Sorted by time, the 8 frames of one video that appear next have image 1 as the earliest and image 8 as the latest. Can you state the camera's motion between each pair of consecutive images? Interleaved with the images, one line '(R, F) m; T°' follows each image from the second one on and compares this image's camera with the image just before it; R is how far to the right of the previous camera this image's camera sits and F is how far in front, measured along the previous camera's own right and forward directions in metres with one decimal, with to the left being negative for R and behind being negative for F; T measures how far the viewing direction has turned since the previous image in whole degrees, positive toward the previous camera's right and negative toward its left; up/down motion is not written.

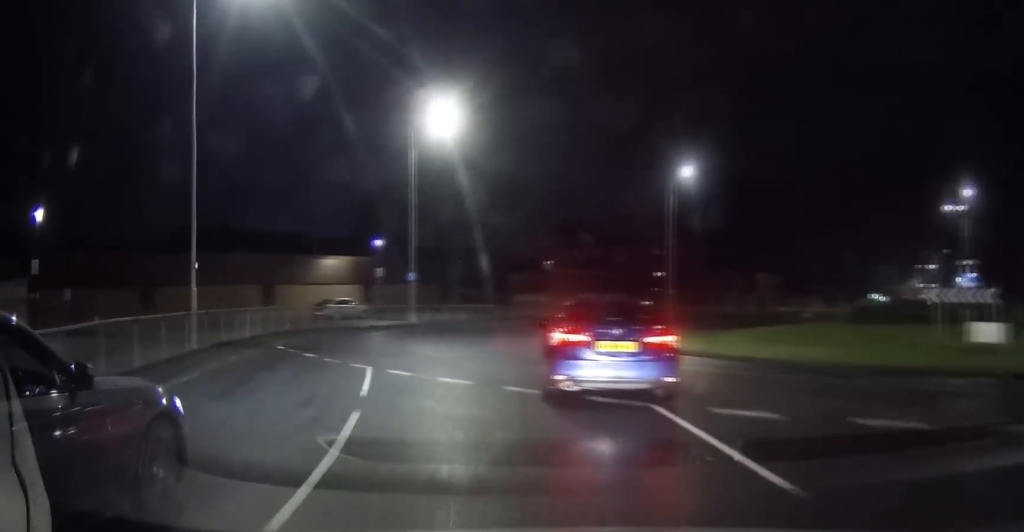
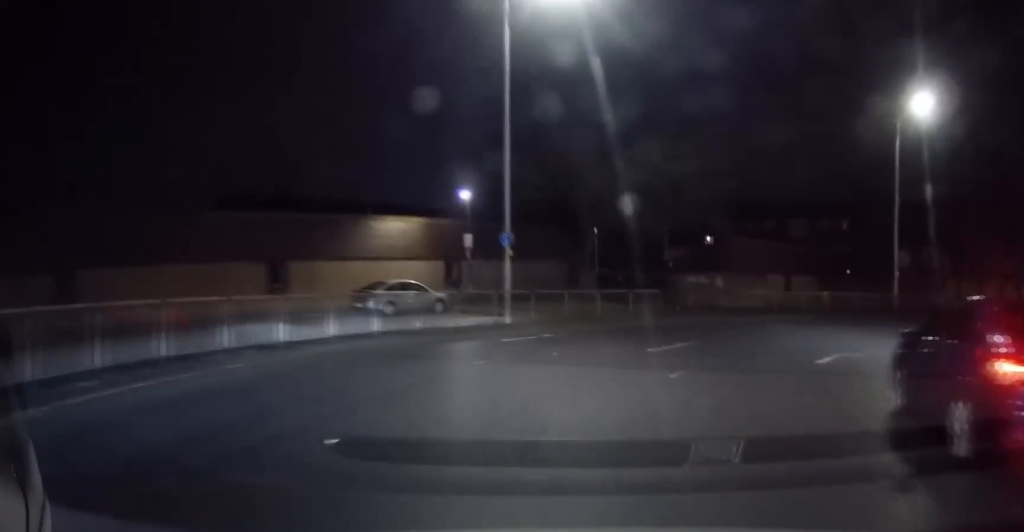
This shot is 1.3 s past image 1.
(-0.4, +18.0) m; +5°
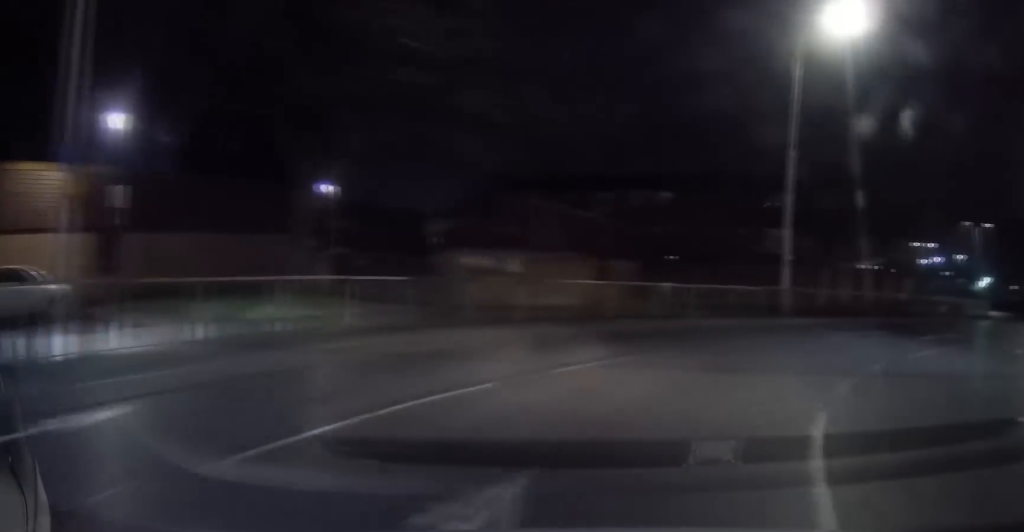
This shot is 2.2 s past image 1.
(+1.4, +13.2) m; +22°
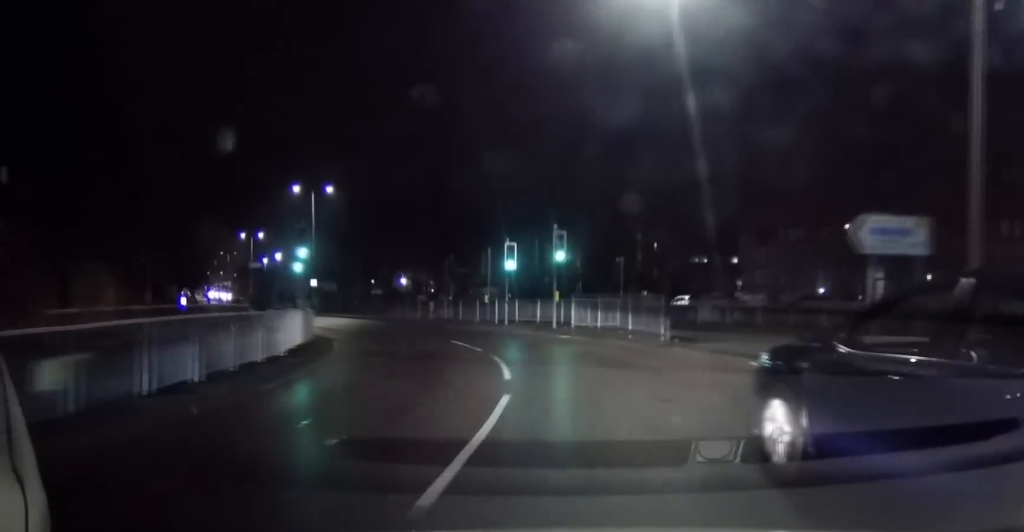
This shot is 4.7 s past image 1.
(+13.3, +28.8) m; +31°
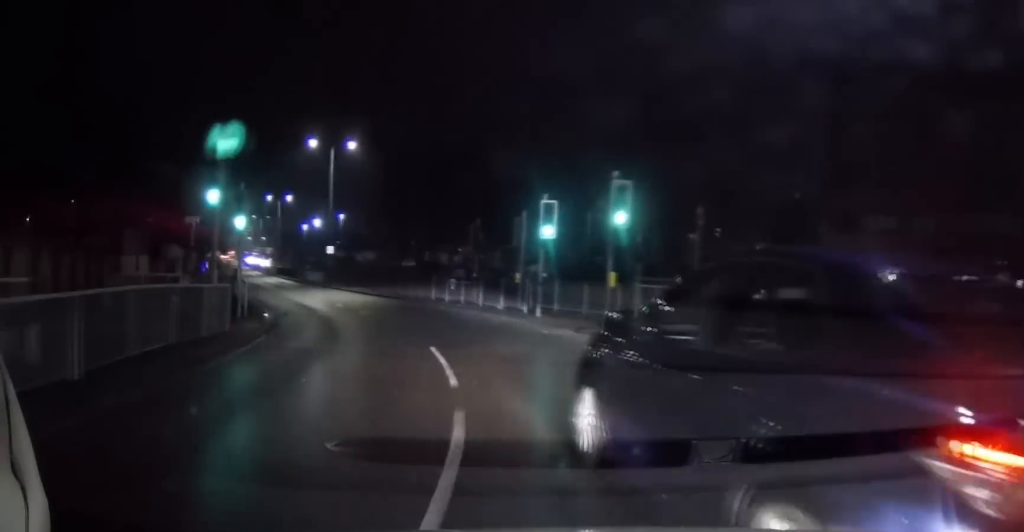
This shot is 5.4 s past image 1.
(+0.1, +7.1) m; -2°
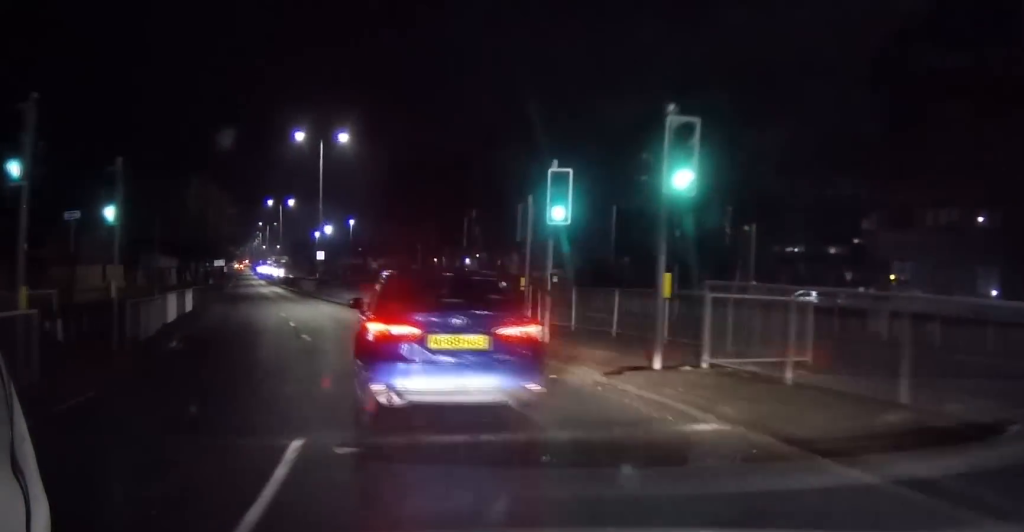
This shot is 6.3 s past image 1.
(-0.3, +7.4) m; -6°
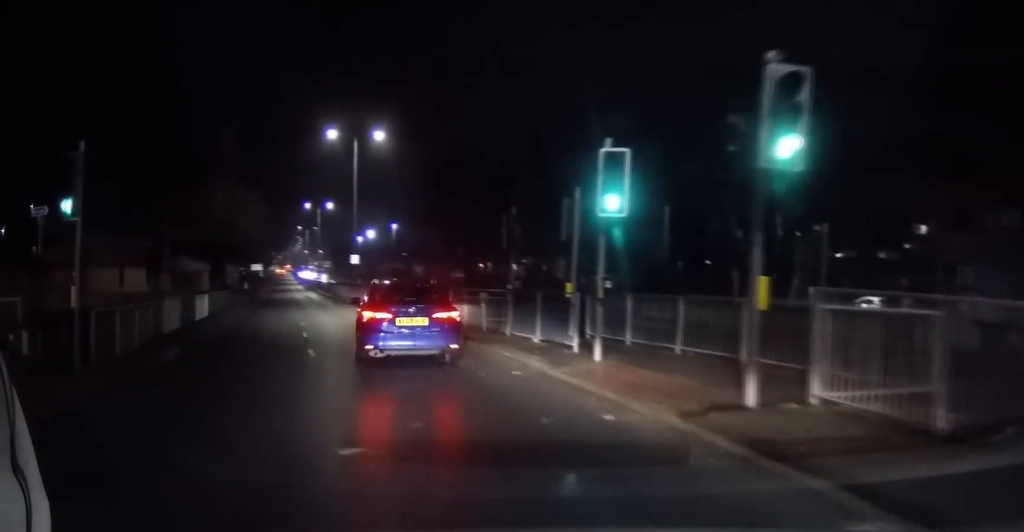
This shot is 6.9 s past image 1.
(-0.3, +3.8) m; -4°
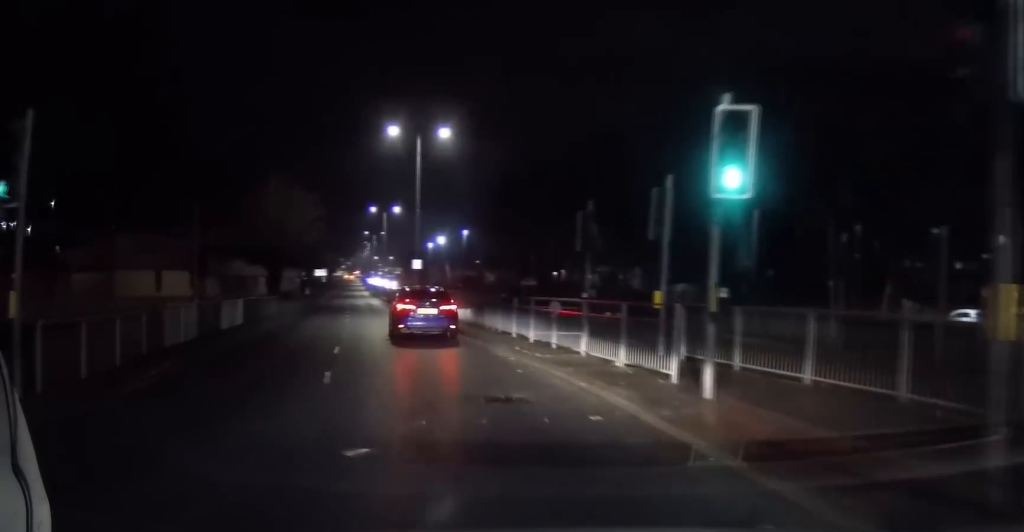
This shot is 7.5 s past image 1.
(-0.2, +4.8) m; -5°
